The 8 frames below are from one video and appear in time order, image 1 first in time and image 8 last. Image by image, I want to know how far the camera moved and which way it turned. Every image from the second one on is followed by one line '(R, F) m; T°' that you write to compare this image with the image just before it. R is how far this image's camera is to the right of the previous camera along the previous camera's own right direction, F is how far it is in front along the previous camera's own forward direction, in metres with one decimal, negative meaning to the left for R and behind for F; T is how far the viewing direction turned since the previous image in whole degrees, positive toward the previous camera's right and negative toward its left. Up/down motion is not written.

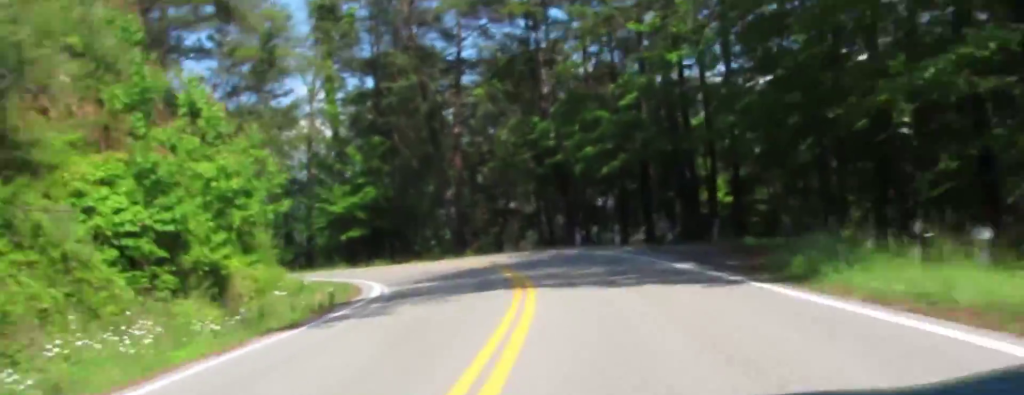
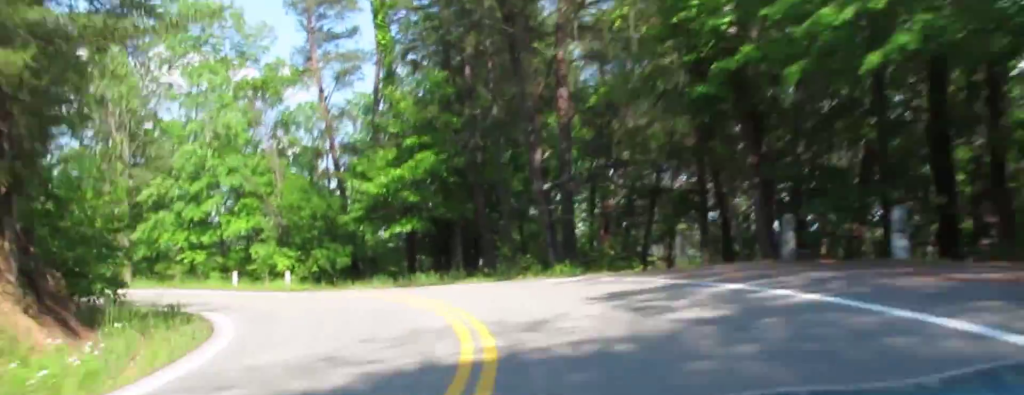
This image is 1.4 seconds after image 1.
(-2.6, +24.4) m; -10°
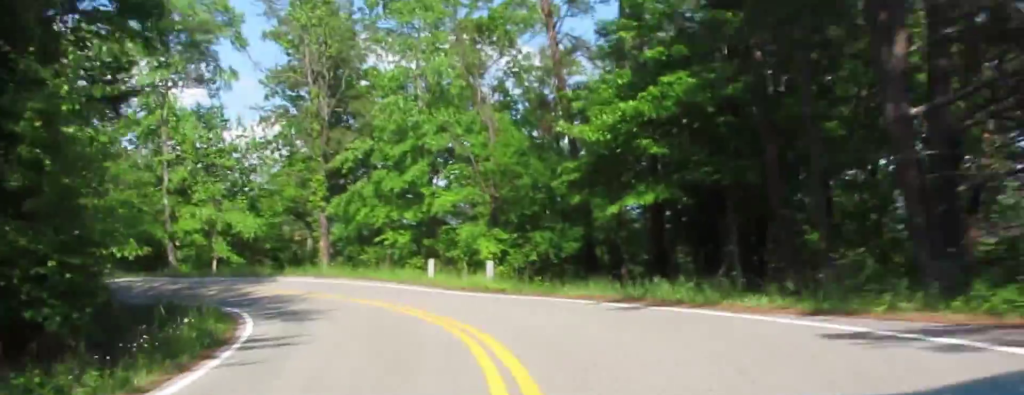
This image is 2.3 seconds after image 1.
(-0.6, +16.4) m; -7°
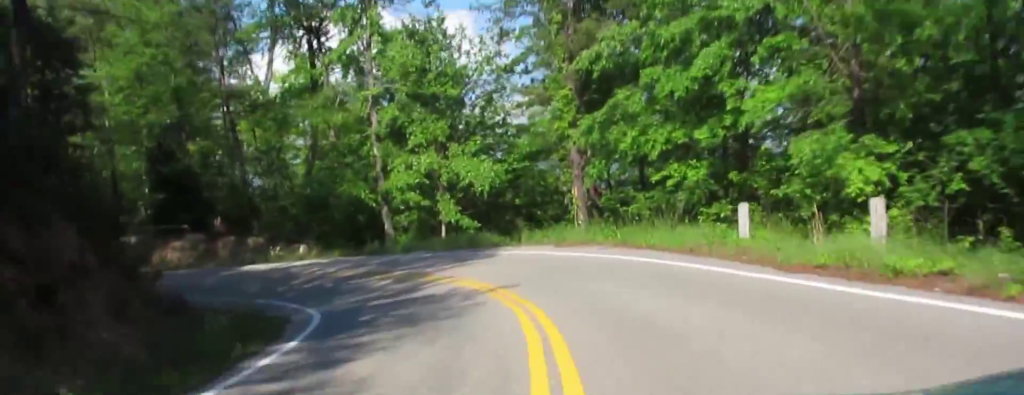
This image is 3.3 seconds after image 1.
(-2.0, +19.3) m; -15°
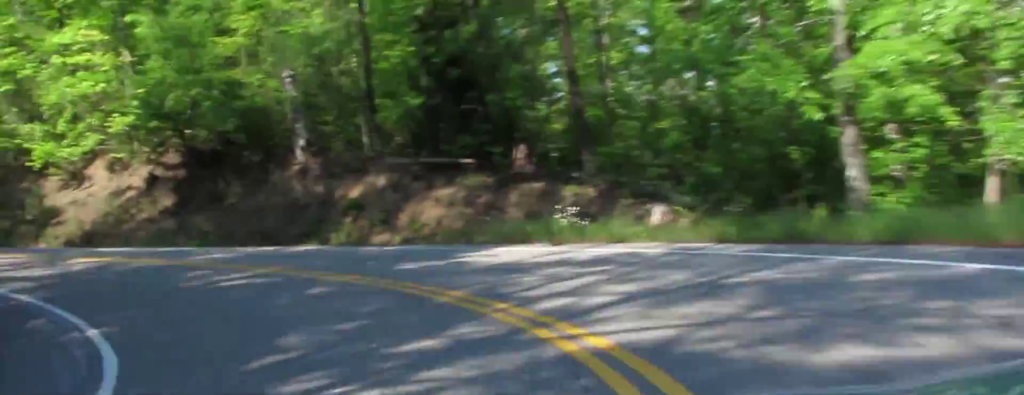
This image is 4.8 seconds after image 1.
(-7.5, +27.1) m; -32°
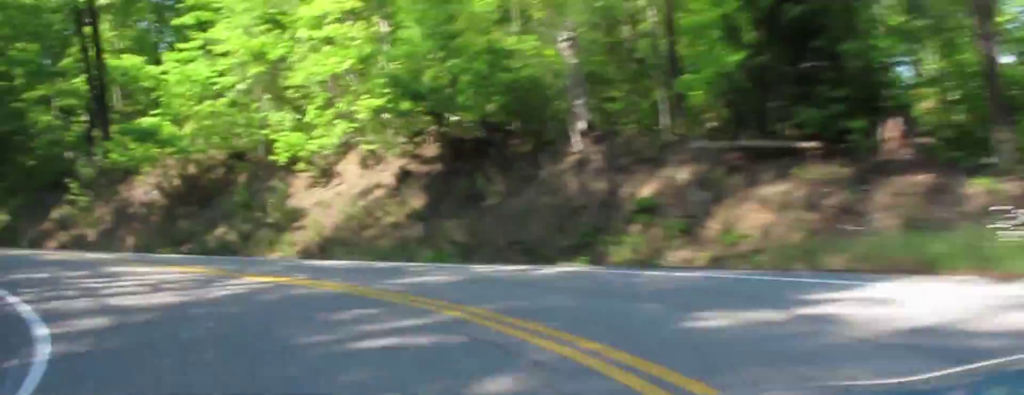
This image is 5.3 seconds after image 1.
(-1.0, +9.5) m; -15°
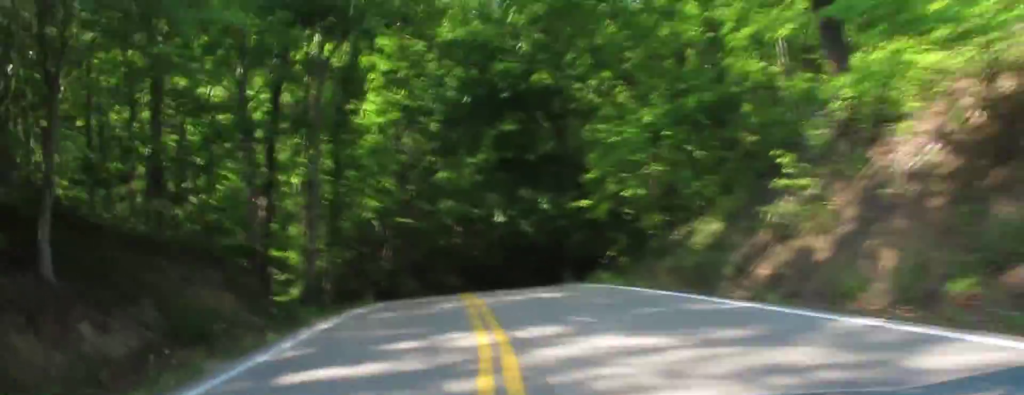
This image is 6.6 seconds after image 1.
(-9.1, +22.3) m; -41°
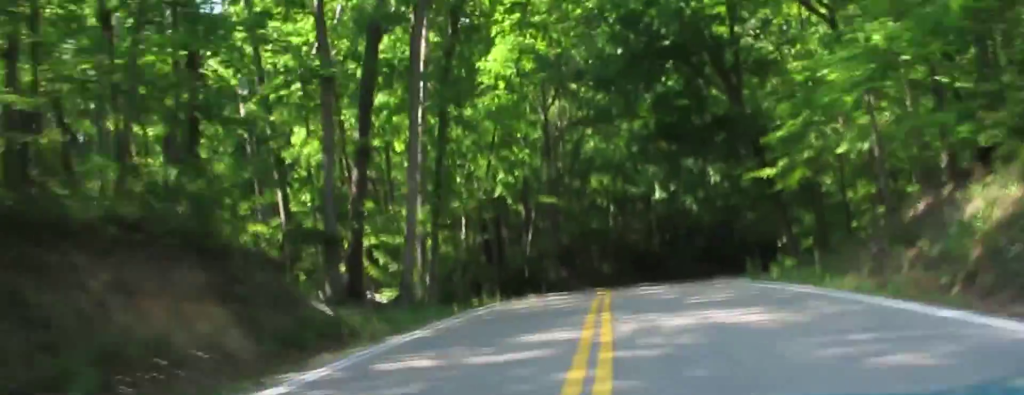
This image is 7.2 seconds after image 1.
(-2.2, +13.6) m; -14°
